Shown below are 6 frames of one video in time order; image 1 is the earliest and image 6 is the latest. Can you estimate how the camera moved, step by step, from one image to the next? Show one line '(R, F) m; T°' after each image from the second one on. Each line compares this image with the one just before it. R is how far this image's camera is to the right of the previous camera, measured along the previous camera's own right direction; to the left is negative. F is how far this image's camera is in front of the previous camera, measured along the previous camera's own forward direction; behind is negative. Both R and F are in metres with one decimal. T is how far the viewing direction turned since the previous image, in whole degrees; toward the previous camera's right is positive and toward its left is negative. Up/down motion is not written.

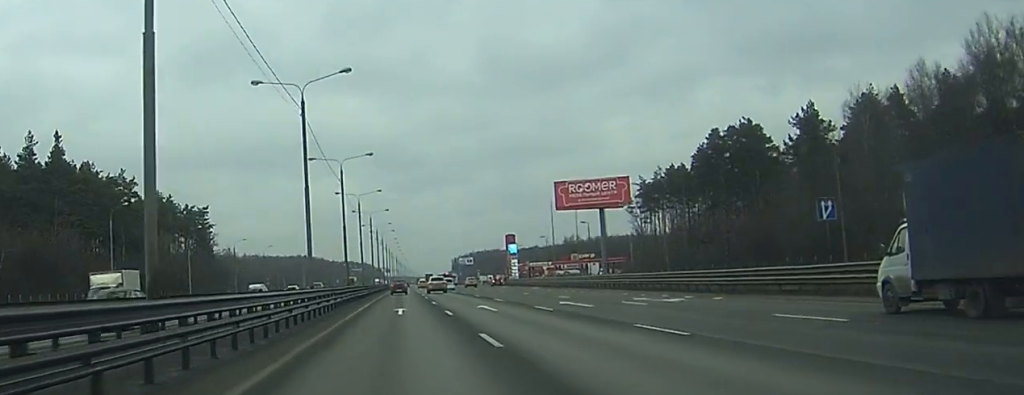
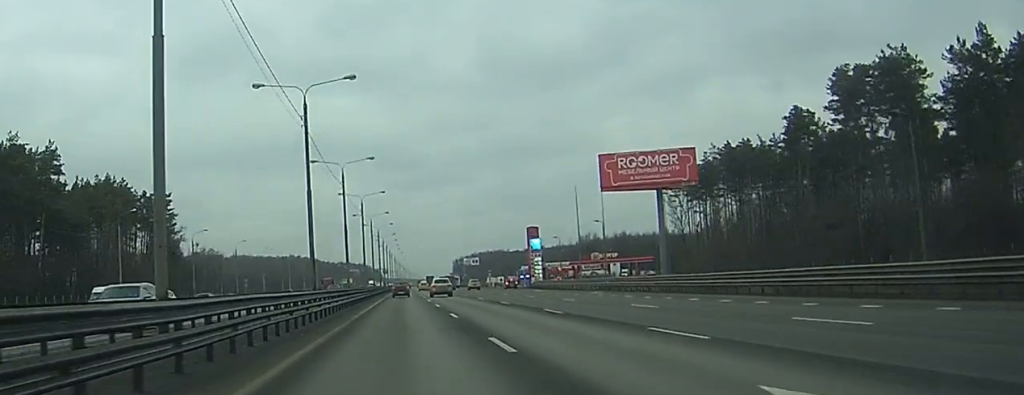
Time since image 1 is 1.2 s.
(+0.1, +32.9) m; 0°
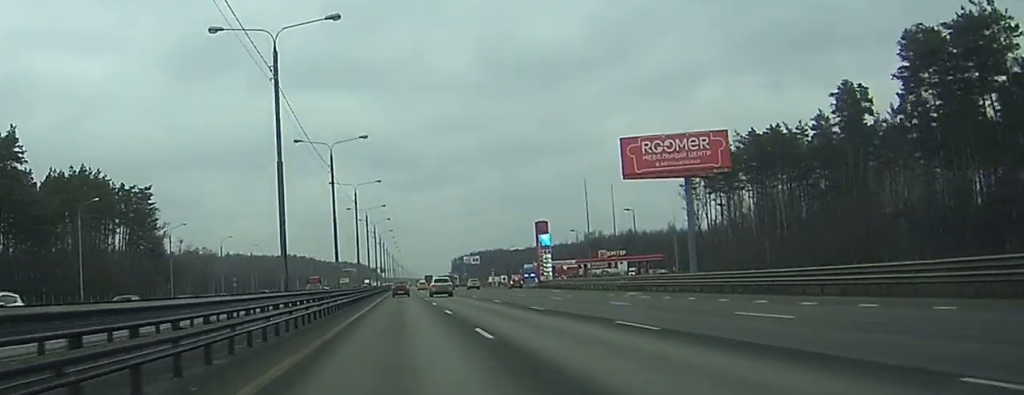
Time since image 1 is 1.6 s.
(+0.1, +12.1) m; 0°
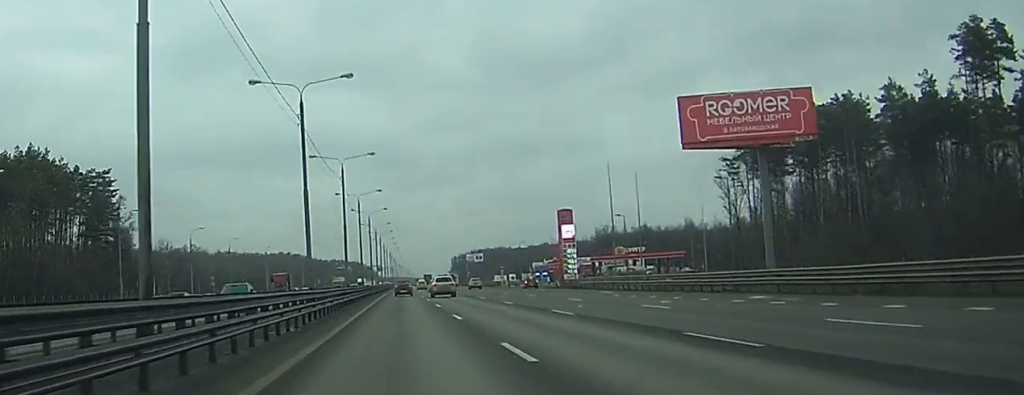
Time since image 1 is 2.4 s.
(-0.1, +21.2) m; 0°
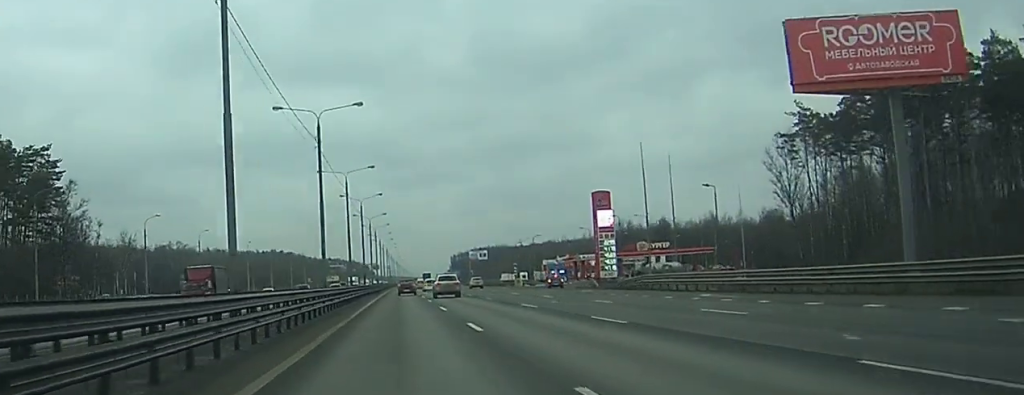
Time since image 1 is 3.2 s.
(-0.1, +23.8) m; 0°
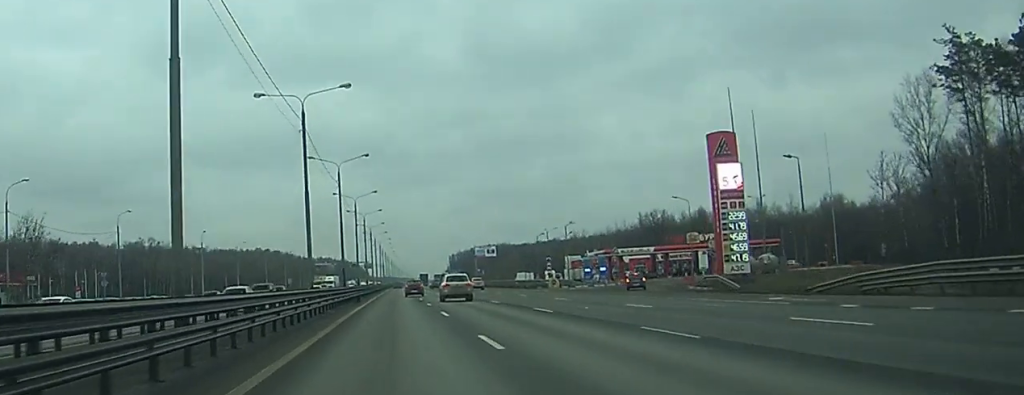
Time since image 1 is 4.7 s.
(+0.2, +38.7) m; 0°
